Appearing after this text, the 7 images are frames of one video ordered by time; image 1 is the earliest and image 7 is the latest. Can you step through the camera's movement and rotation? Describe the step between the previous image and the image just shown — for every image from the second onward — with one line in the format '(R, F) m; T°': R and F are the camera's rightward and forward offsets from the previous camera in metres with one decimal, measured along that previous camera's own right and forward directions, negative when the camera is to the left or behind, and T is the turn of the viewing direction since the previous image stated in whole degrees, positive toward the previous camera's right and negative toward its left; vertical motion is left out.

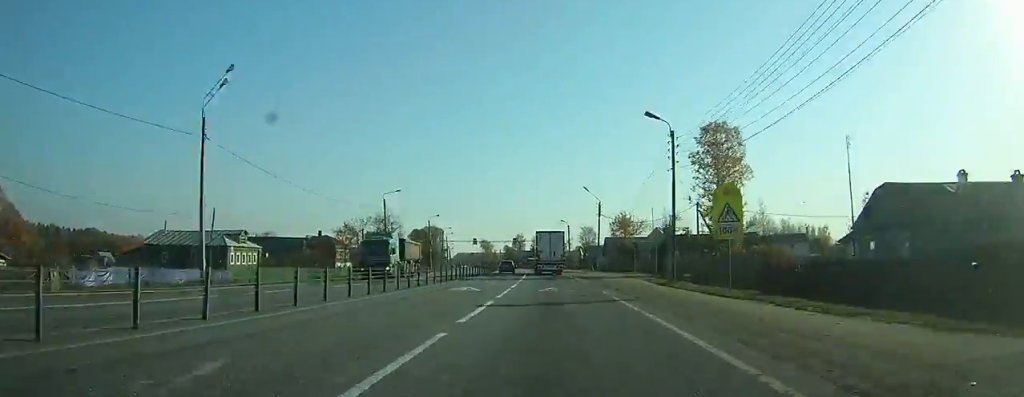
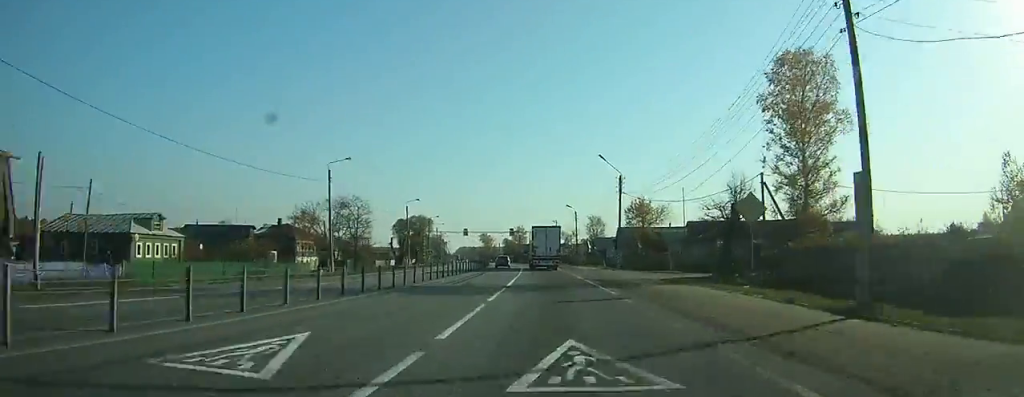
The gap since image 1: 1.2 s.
(-0.2, +20.6) m; -1°
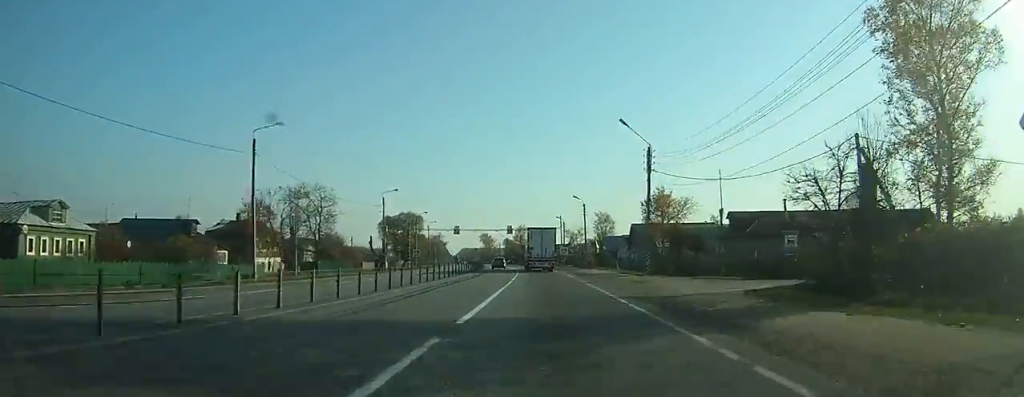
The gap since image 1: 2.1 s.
(-0.1, +15.7) m; -1°
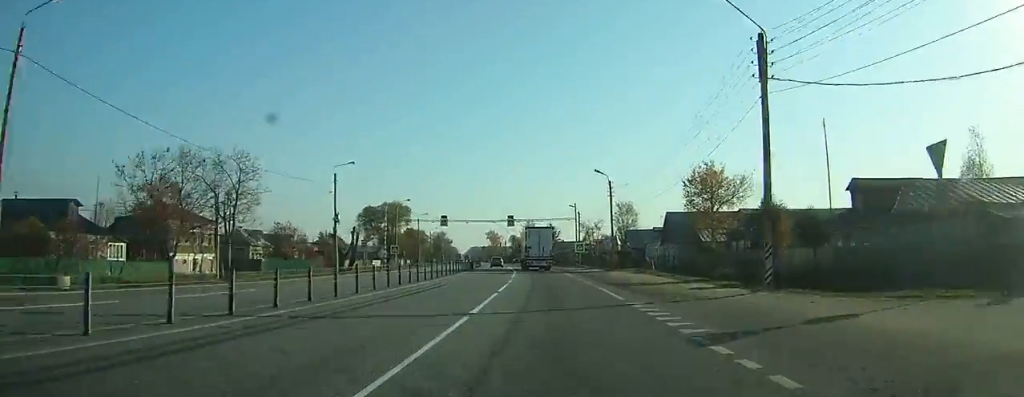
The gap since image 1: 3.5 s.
(-0.1, +21.9) m; -1°
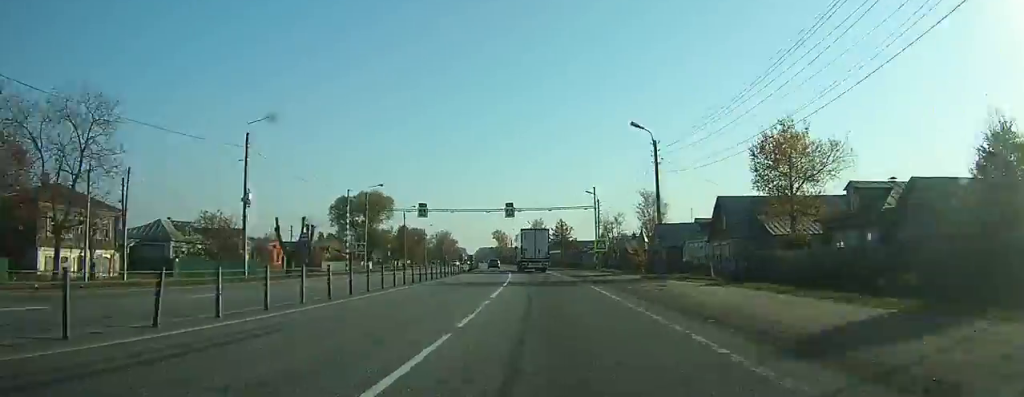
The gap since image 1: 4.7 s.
(-0.2, +18.7) m; -1°
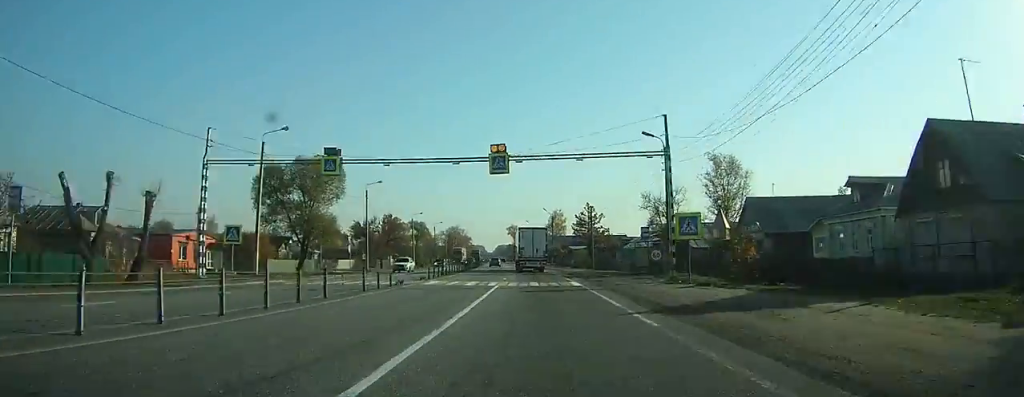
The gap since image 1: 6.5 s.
(-0.4, +27.9) m; -2°
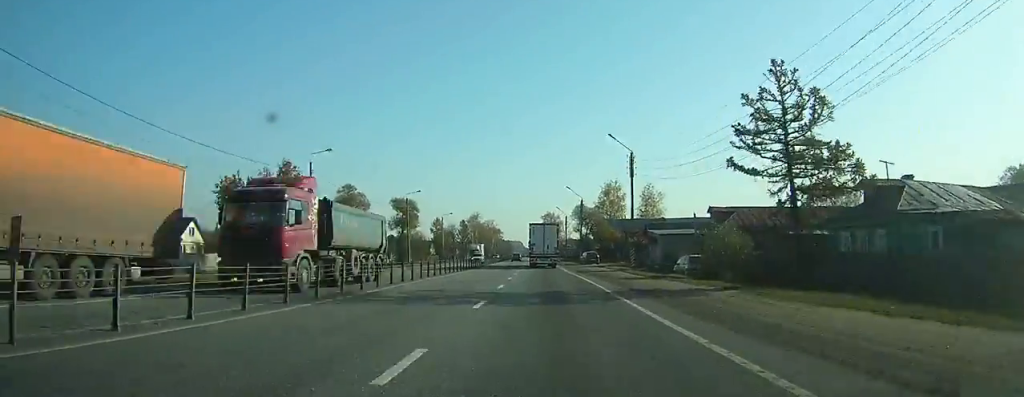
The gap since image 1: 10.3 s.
(-1.4, +52.9) m; -3°
